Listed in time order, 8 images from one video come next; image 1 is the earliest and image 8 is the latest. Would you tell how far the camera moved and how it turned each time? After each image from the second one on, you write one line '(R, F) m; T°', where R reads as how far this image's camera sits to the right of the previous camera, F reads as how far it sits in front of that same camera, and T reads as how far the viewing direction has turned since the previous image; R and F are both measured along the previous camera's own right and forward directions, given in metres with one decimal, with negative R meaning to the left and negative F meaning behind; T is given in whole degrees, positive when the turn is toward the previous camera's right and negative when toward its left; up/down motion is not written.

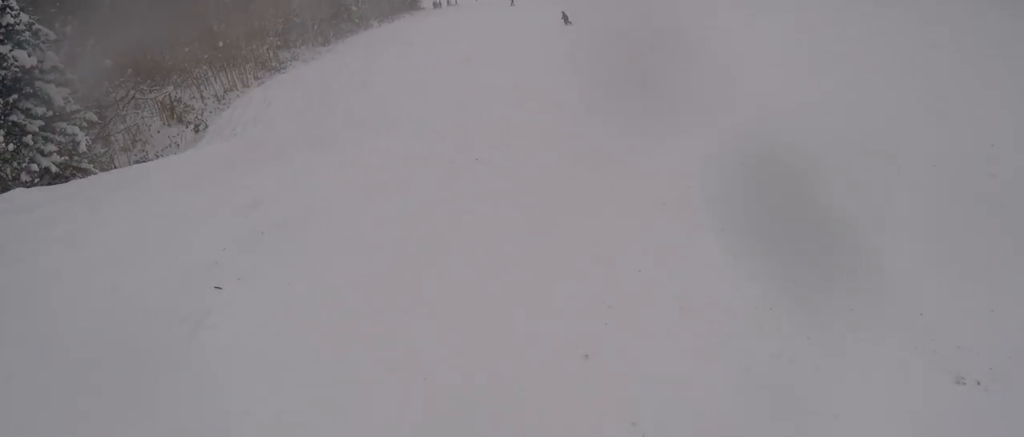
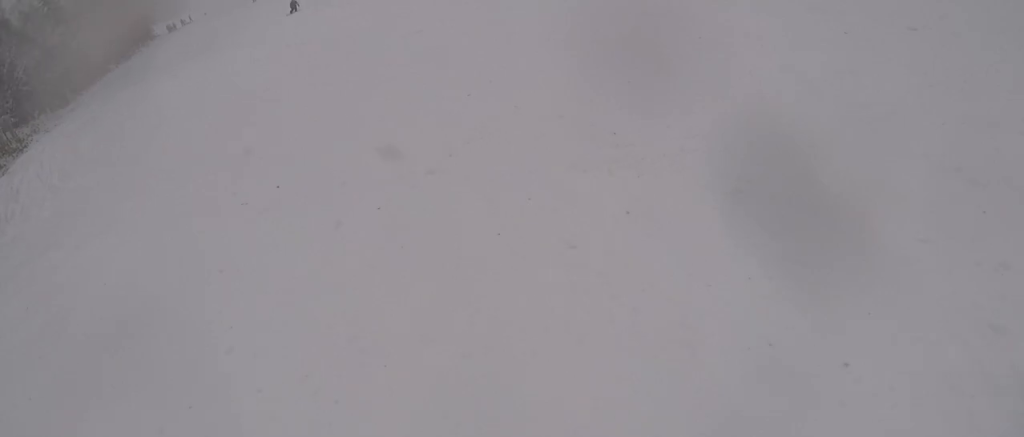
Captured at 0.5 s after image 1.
(+0.4, +3.2) m; +1°
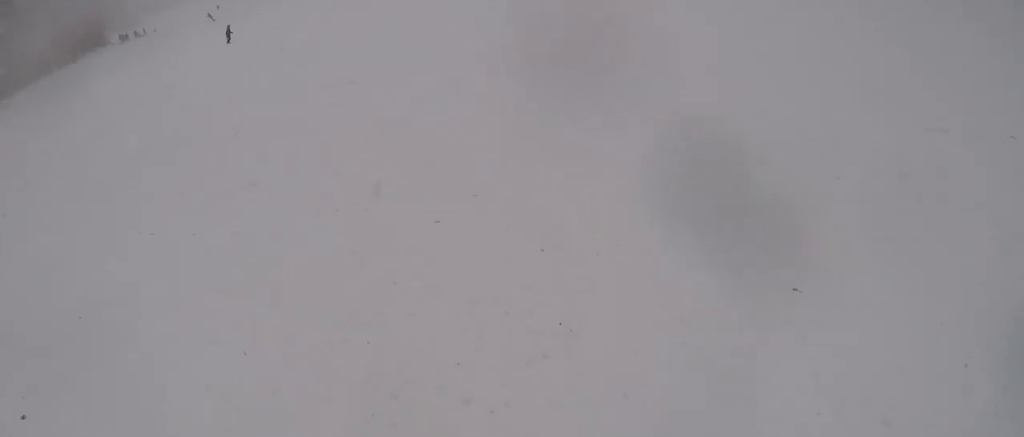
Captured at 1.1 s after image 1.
(-0.4, +5.0) m; -12°
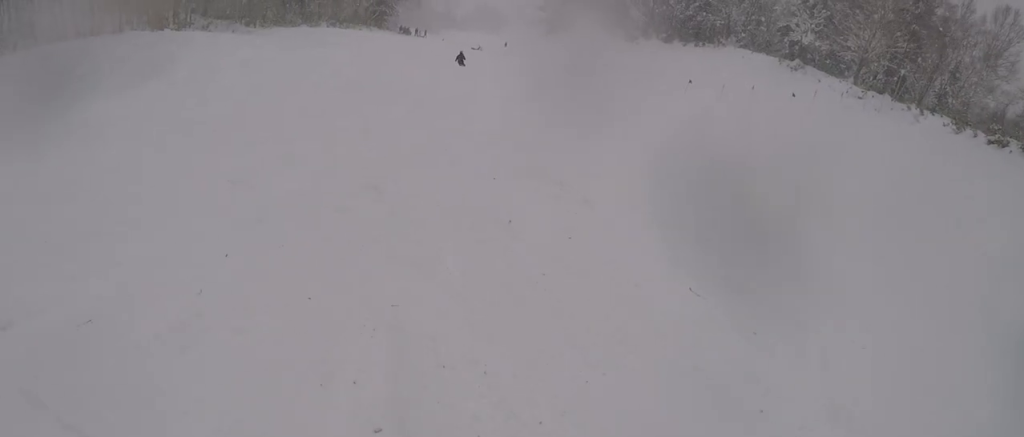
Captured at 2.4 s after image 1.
(-1.8, +9.6) m; -22°
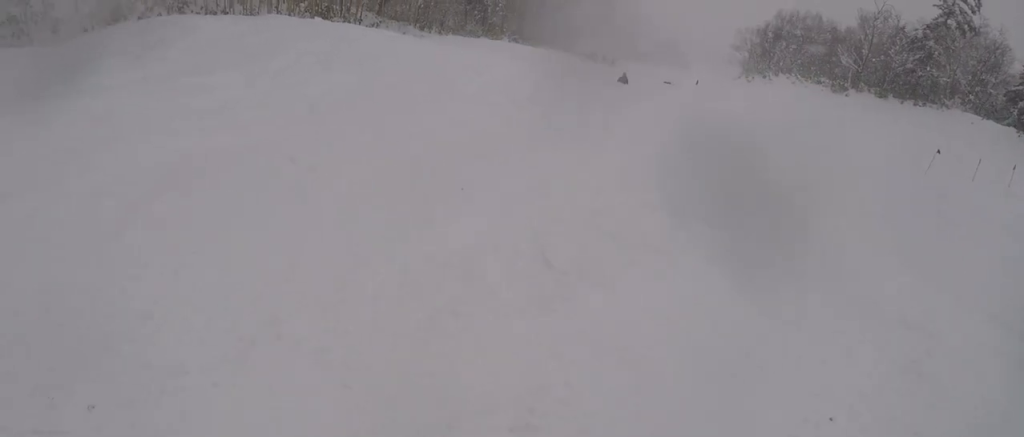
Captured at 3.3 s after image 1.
(-1.1, +8.1) m; +4°
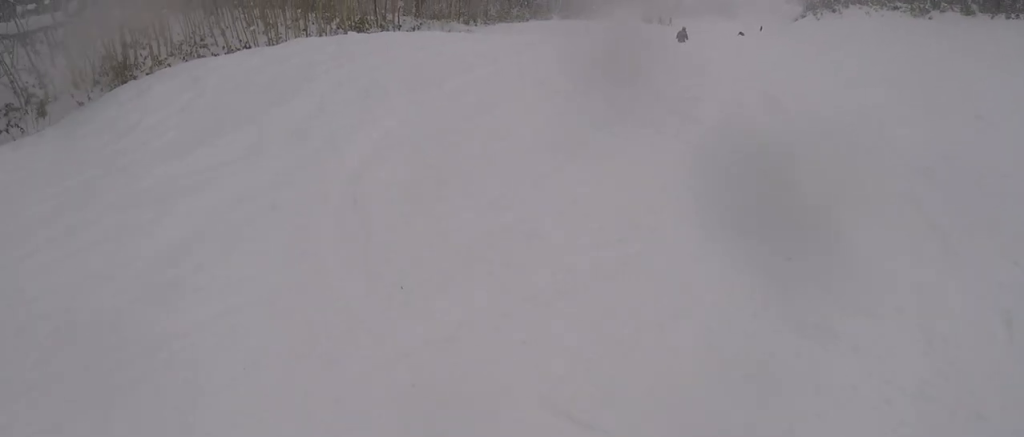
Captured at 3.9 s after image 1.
(+1.0, +4.6) m; +18°
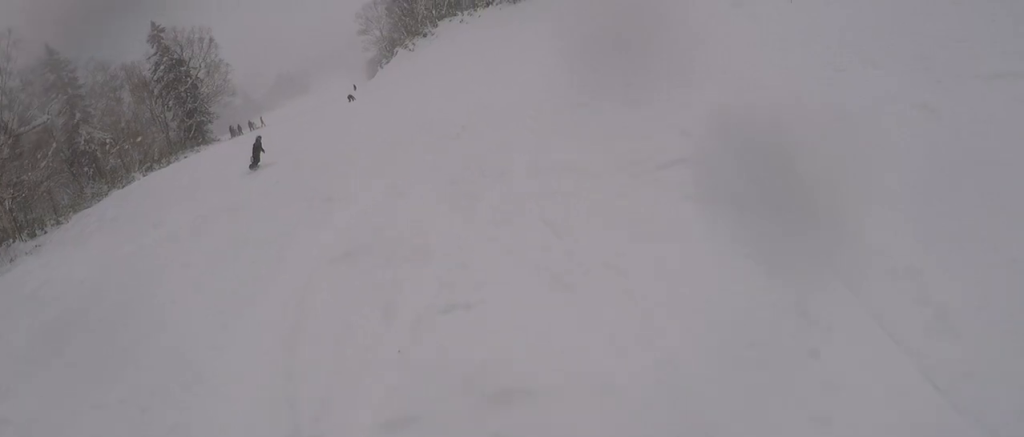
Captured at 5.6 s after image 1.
(+3.3, +10.5) m; +6°
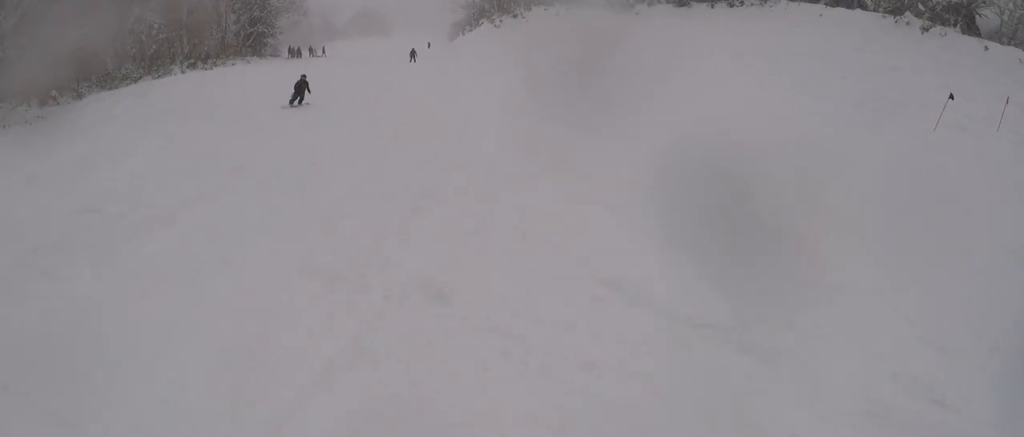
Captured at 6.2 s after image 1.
(-1.0, +3.9) m; -23°
